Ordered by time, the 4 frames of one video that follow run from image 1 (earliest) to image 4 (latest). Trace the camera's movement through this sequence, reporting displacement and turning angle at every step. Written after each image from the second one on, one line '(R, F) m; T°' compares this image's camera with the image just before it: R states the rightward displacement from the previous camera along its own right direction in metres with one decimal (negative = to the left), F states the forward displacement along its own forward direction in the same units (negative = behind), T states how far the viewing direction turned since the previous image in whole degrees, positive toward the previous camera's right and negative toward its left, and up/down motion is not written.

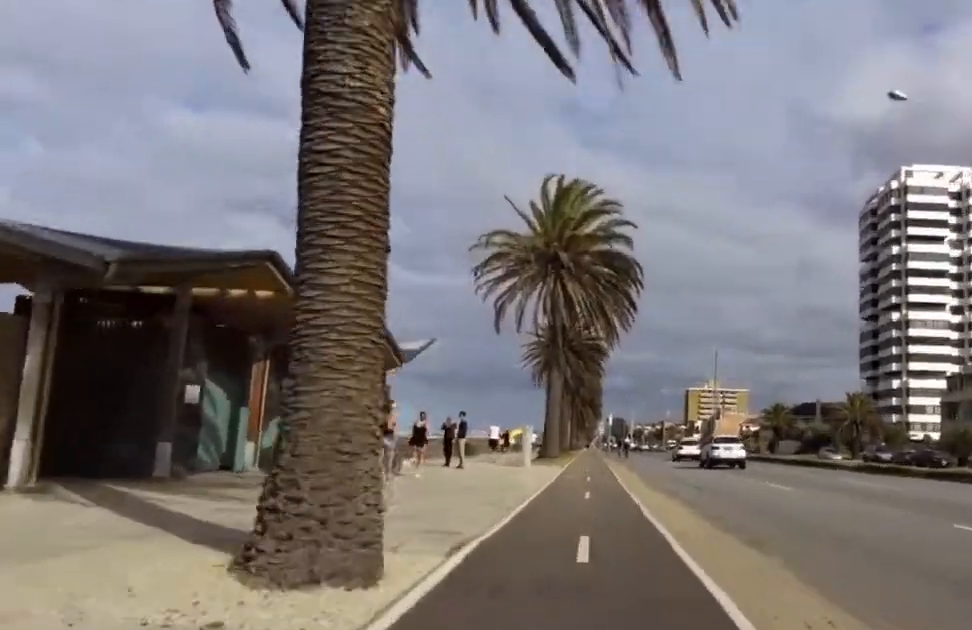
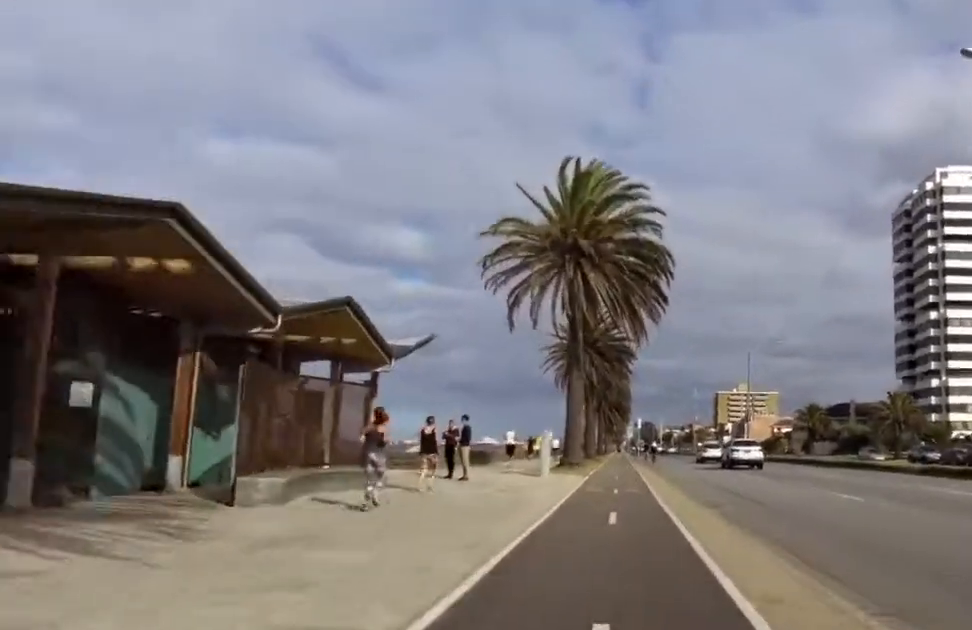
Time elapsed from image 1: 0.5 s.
(+0.3, +4.0) m; 0°
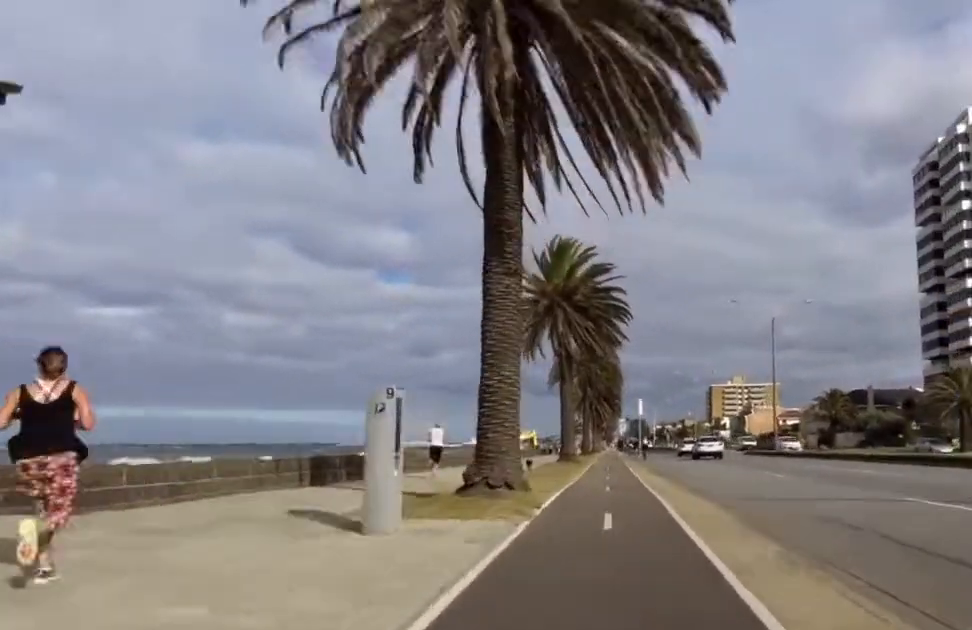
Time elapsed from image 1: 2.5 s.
(+0.1, +17.9) m; 0°
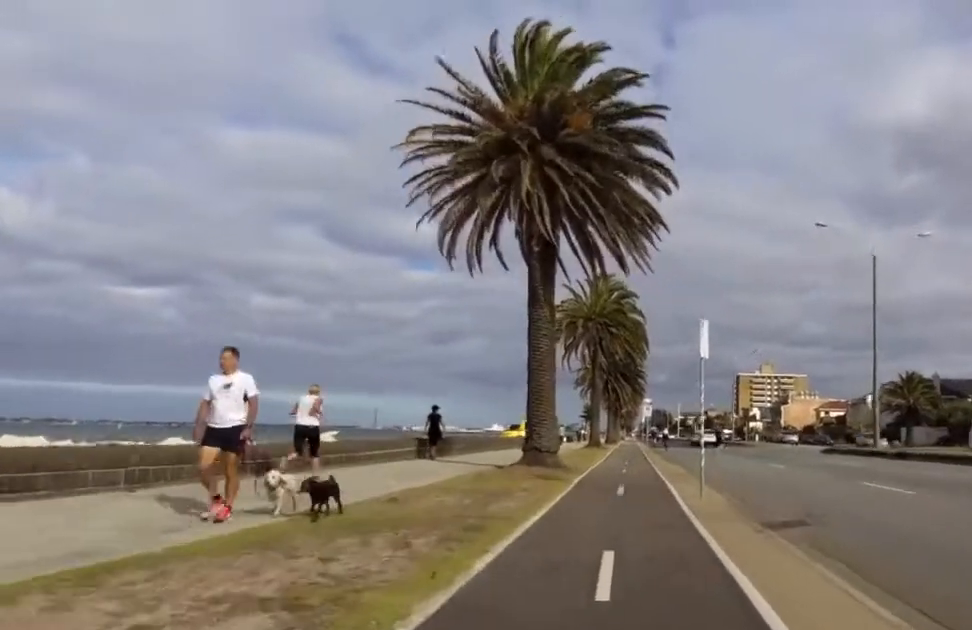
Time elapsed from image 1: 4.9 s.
(+0.5, +20.7) m; 0°
